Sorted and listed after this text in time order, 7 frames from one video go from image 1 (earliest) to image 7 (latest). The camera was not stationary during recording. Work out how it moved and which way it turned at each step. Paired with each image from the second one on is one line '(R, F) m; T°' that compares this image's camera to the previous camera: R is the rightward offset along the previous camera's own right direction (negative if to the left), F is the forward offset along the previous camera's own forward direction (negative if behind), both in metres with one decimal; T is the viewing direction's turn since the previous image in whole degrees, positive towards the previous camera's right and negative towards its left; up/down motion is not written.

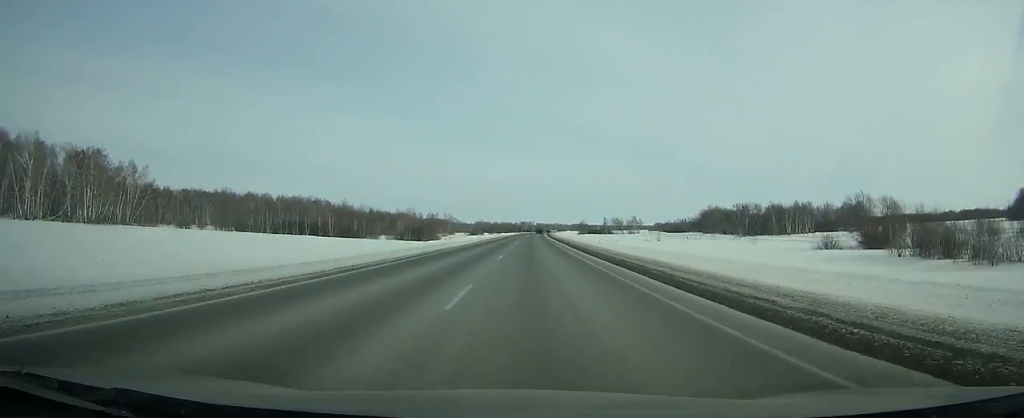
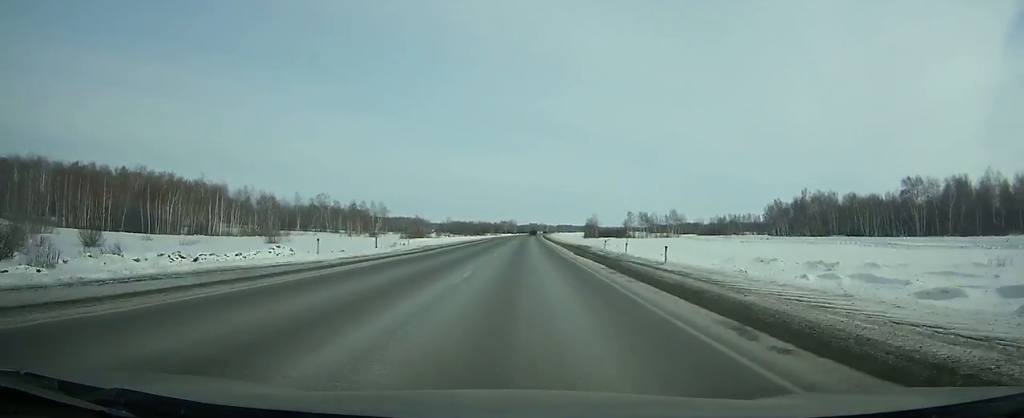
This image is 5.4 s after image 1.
(+2.2, +155.8) m; +2°
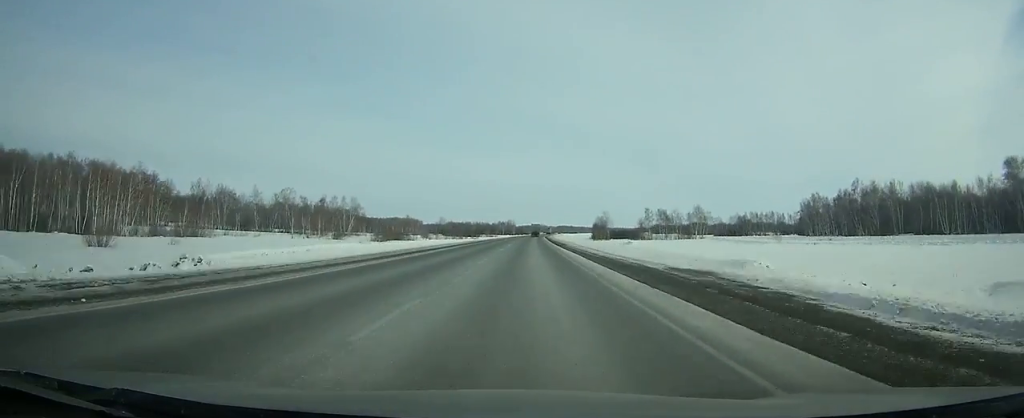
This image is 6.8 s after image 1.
(+0.2, +40.1) m; 0°
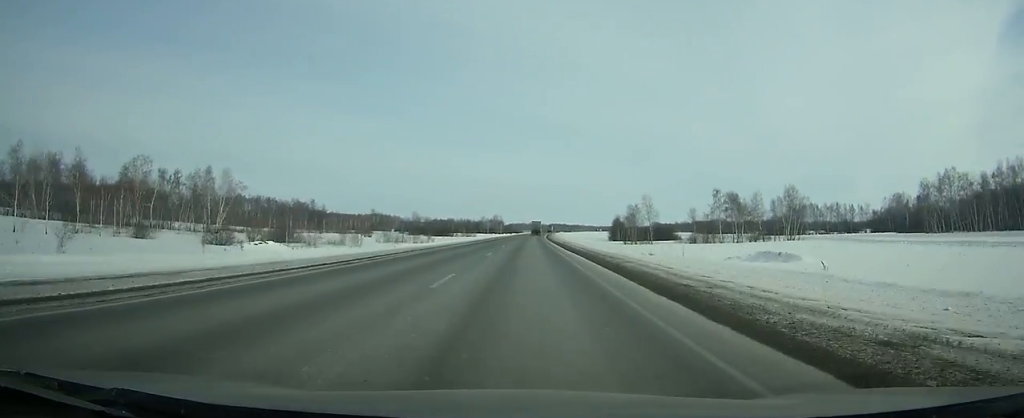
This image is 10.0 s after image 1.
(+0.6, +91.2) m; +1°
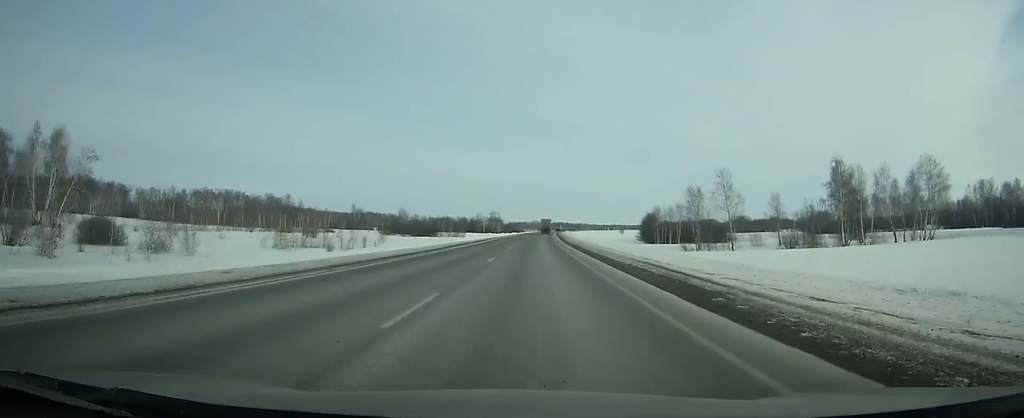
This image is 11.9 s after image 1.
(0.0, +53.9) m; 0°
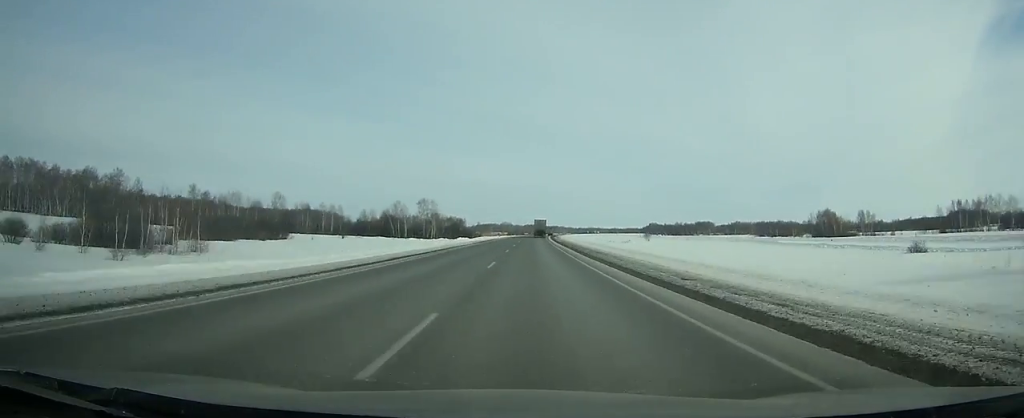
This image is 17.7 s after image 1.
(+3.0, +164.2) m; +2°
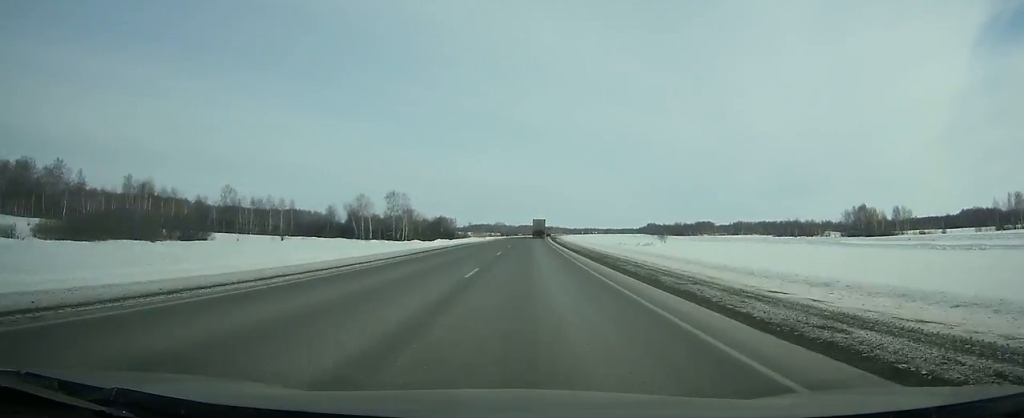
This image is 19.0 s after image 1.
(+0.3, +37.0) m; +1°
